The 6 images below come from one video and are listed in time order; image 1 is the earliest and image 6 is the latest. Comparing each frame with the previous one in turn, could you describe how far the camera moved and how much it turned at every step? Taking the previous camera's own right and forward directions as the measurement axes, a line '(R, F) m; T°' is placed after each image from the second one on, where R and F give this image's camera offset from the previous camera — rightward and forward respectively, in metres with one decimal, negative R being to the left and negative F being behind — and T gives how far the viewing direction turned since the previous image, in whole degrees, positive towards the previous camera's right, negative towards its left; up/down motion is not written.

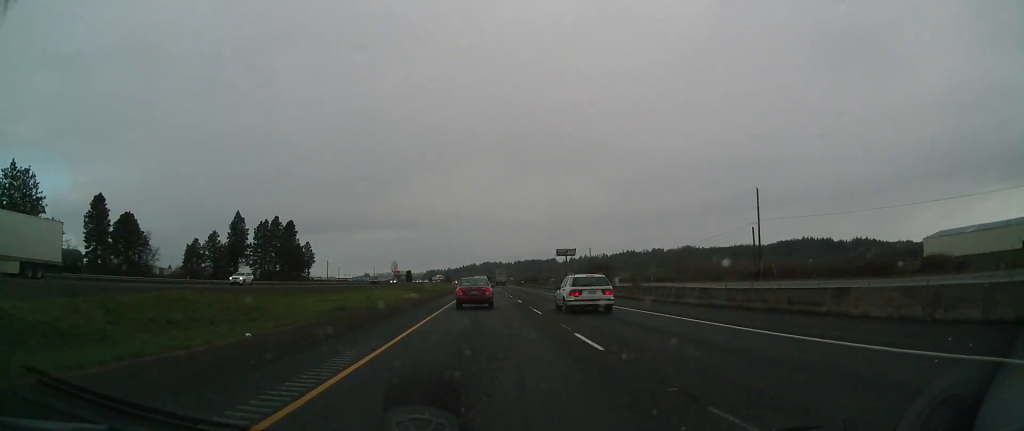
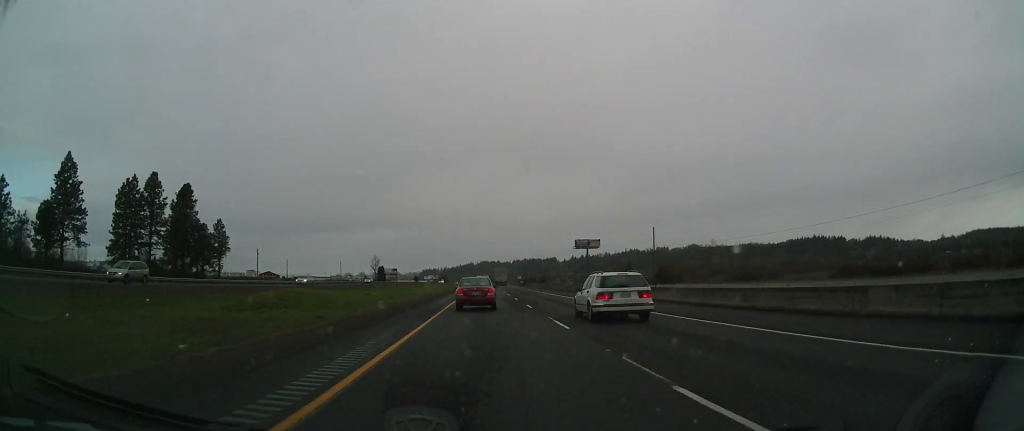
(-0.5, +81.5) m; -1°
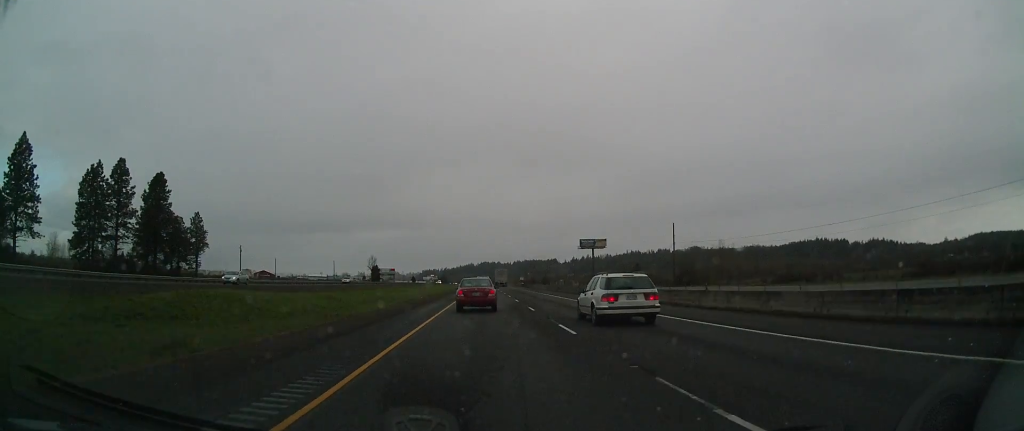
(+0.2, +13.8) m; 0°
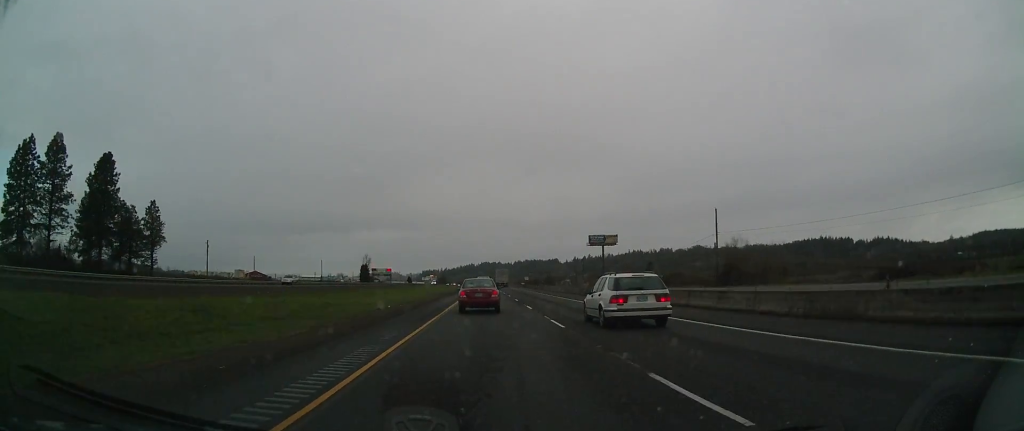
(+0.1, +22.3) m; +1°
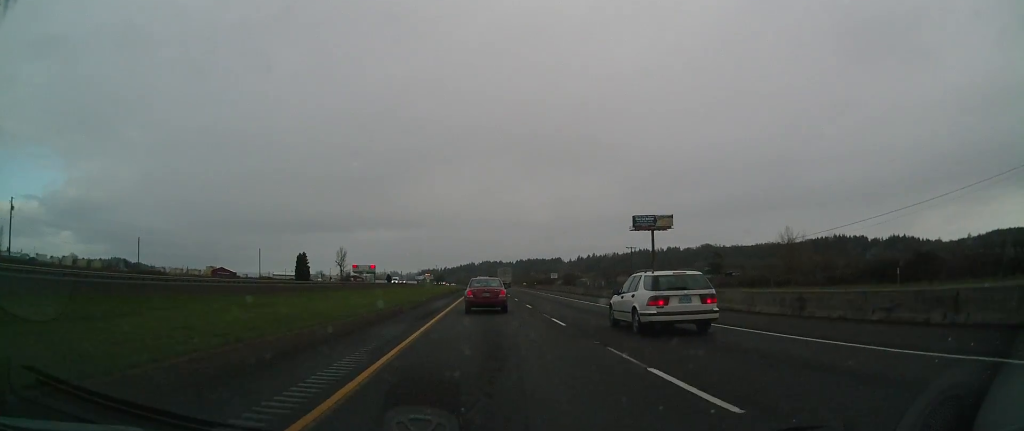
(+0.3, +72.9) m; 0°
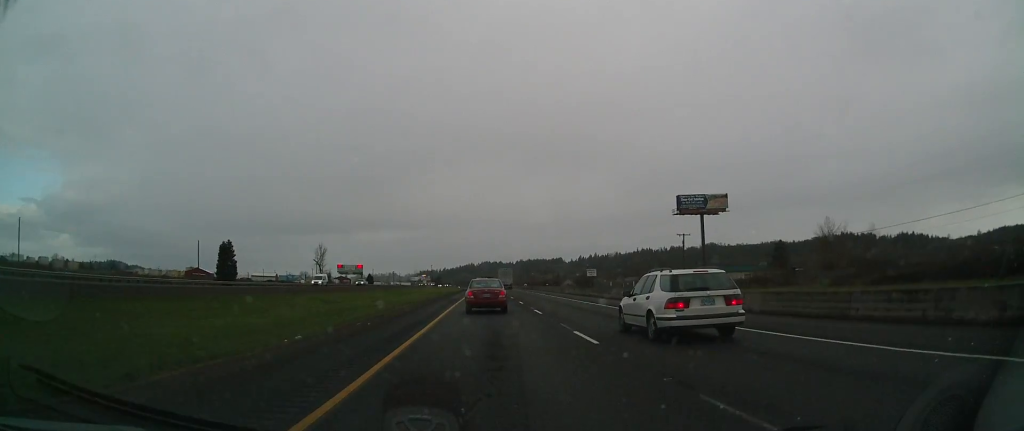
(-0.2, +41.4) m; -1°
